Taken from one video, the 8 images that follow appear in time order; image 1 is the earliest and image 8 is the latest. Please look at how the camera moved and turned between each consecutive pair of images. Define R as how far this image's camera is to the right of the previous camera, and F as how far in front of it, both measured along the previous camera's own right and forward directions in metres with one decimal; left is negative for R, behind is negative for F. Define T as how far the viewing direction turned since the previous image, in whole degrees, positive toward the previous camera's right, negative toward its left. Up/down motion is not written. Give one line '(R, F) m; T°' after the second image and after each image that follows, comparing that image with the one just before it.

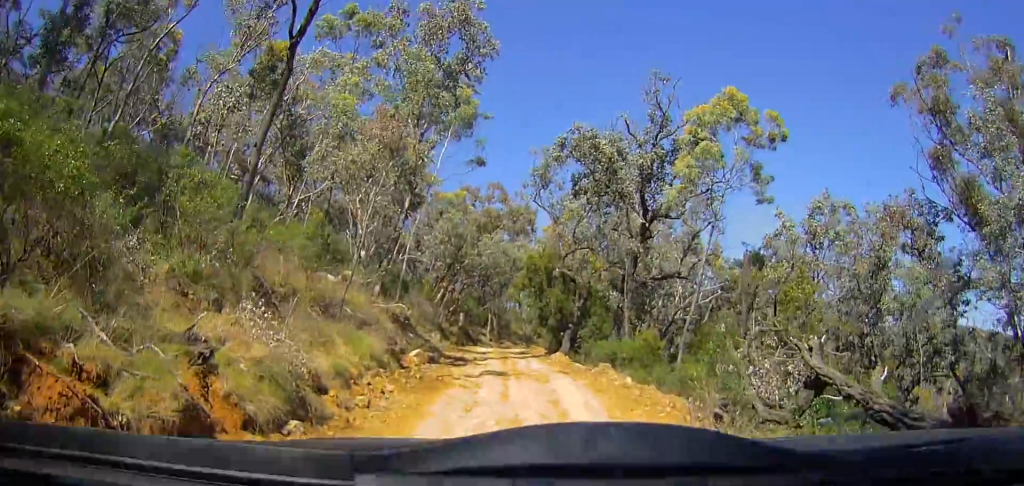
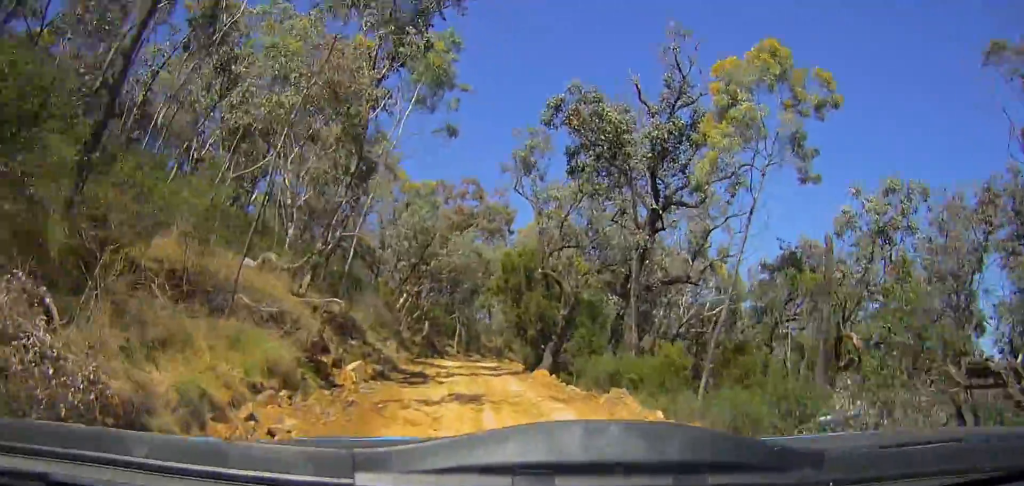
(+0.2, +5.3) m; +2°
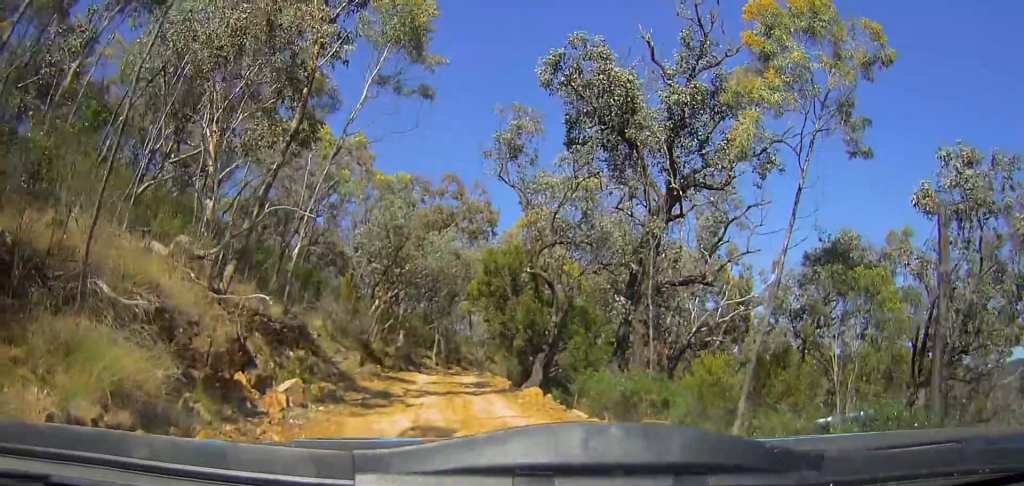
(0.0, +3.8) m; -1°
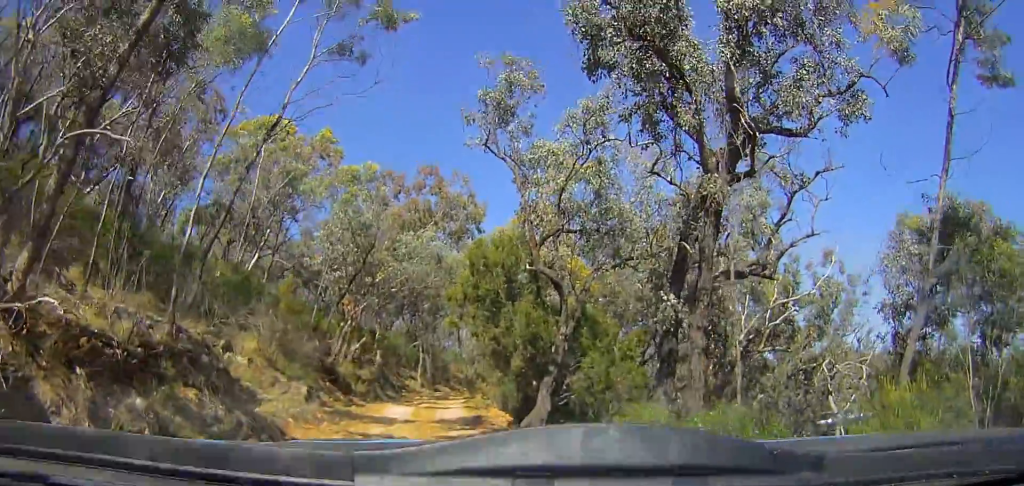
(-0.1, +5.6) m; -1°
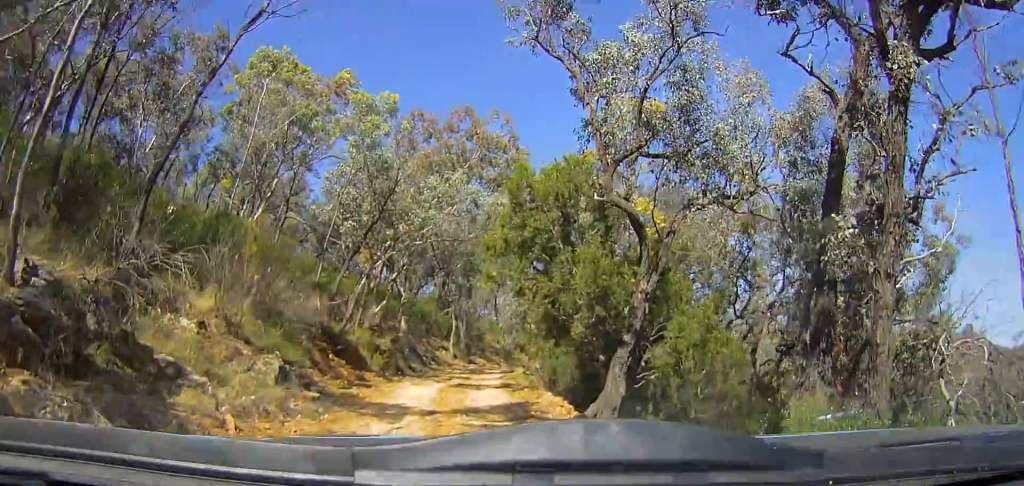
(0.0, +5.2) m; 0°
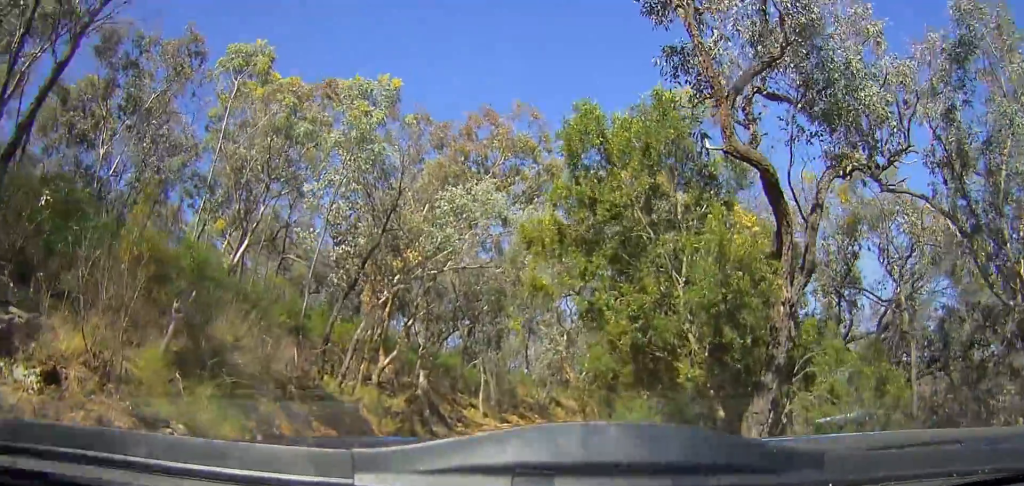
(0.0, +5.5) m; 0°
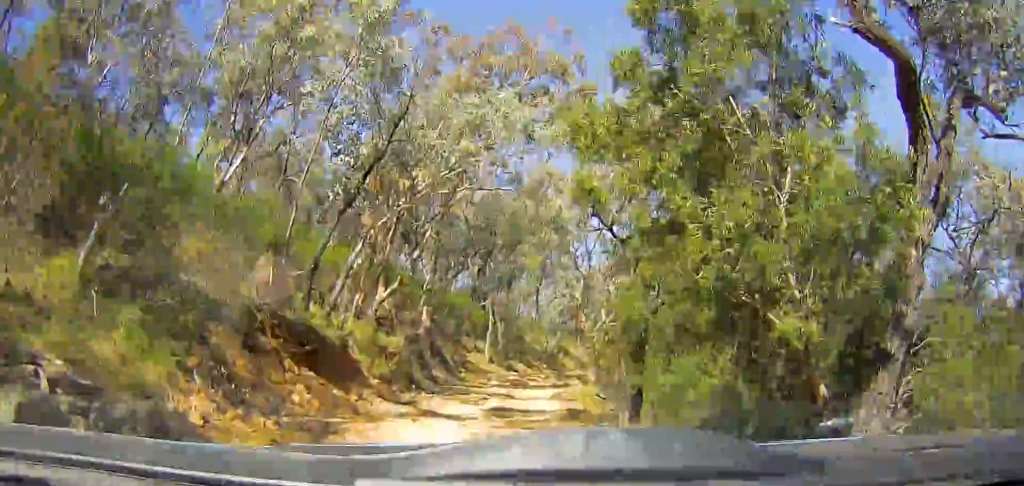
(0.0, +2.5) m; 0°
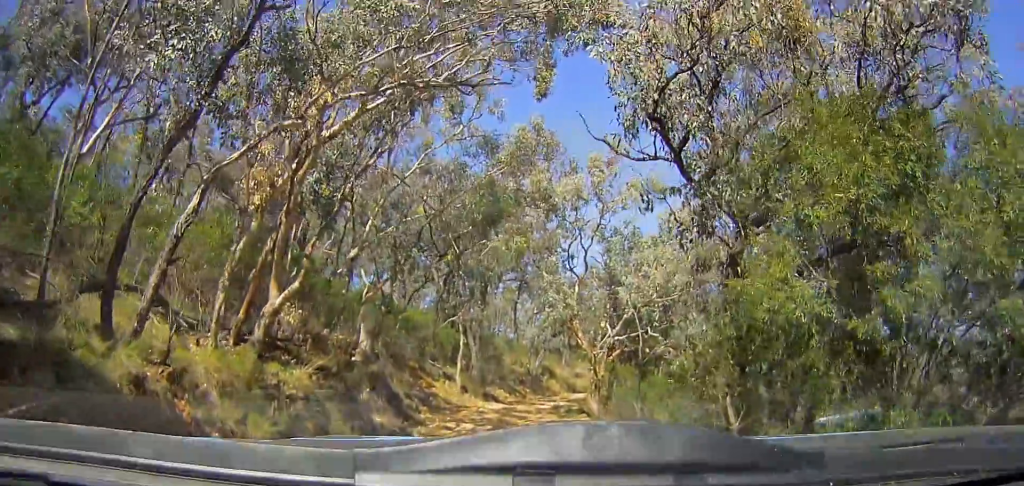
(0.0, +8.3) m; 0°
